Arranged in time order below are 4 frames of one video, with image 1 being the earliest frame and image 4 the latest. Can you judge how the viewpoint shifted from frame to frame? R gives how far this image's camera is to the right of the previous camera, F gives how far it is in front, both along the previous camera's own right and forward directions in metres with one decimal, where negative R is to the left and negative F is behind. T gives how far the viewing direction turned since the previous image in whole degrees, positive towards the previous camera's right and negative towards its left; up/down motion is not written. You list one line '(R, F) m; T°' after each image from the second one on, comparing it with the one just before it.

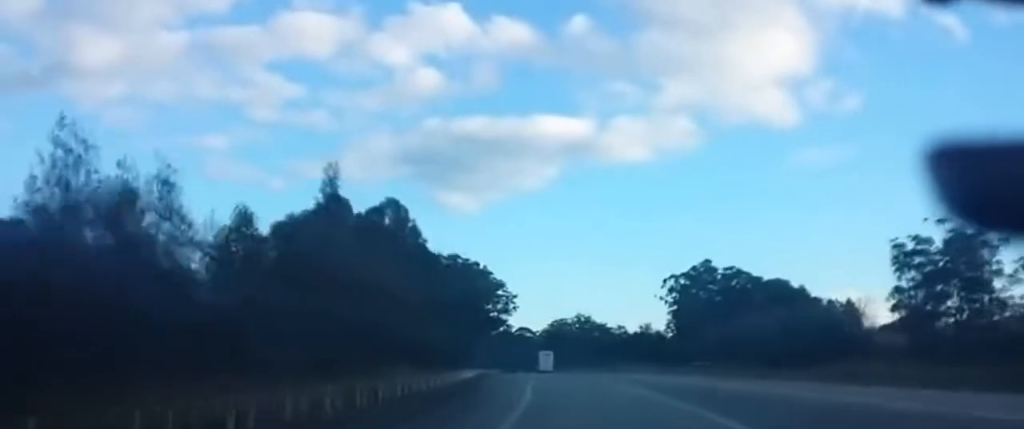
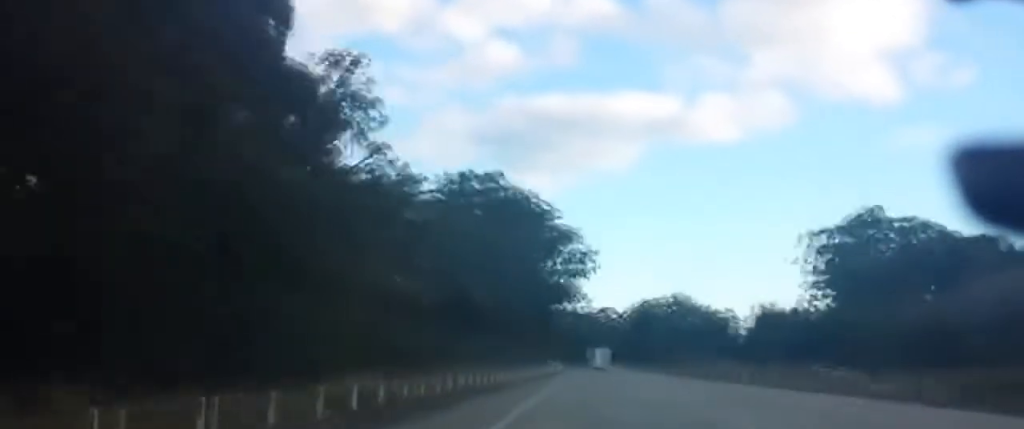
(-9.9, +111.2) m; -6°
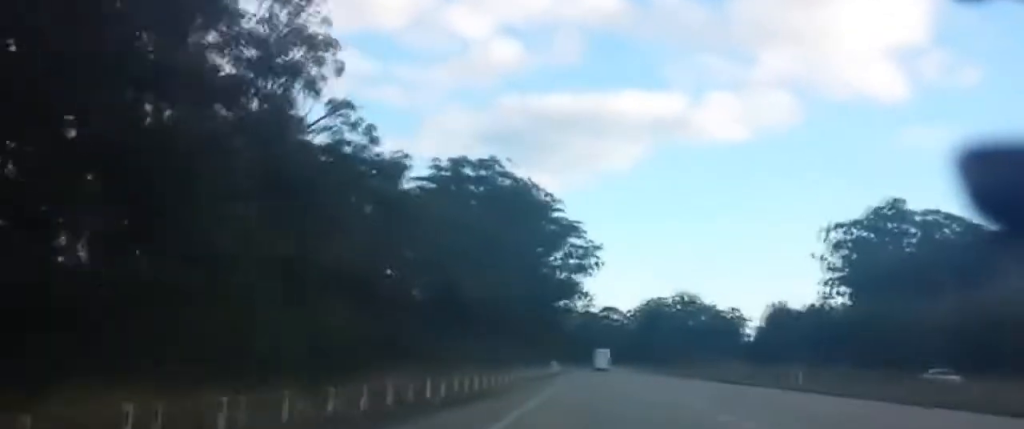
(+0.1, +13.8) m; 0°
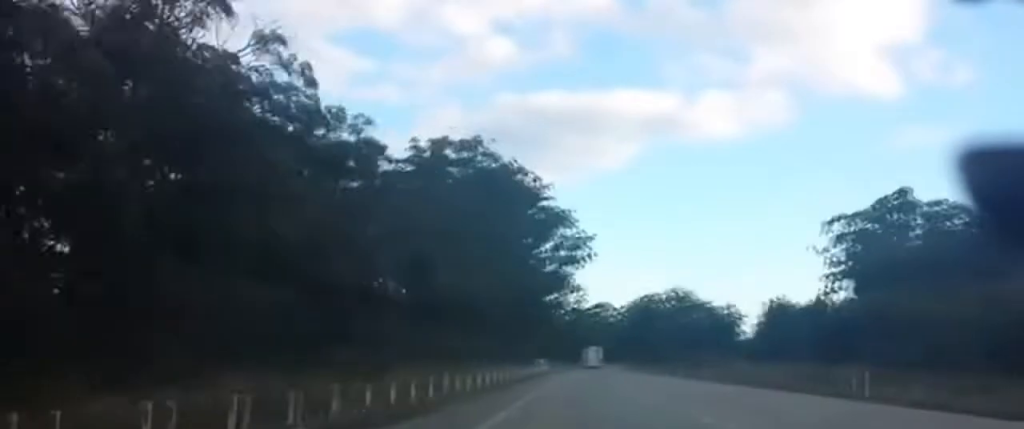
(+0.1, +13.9) m; 0°
